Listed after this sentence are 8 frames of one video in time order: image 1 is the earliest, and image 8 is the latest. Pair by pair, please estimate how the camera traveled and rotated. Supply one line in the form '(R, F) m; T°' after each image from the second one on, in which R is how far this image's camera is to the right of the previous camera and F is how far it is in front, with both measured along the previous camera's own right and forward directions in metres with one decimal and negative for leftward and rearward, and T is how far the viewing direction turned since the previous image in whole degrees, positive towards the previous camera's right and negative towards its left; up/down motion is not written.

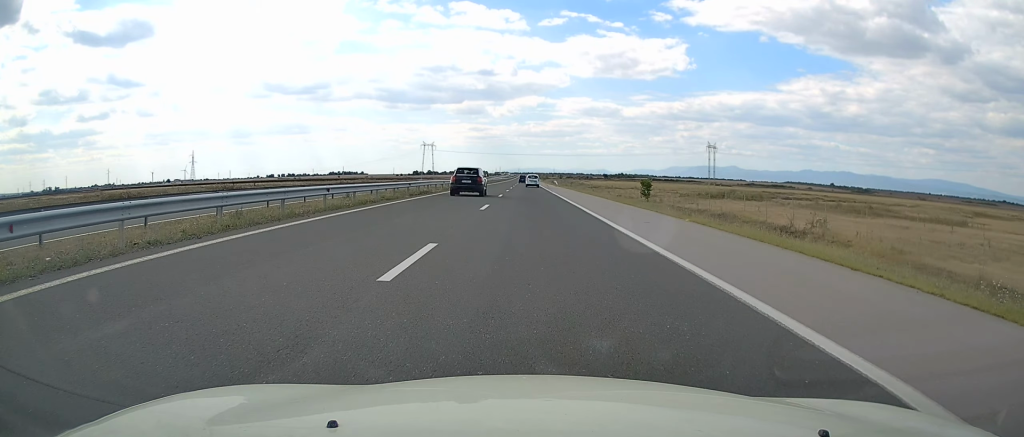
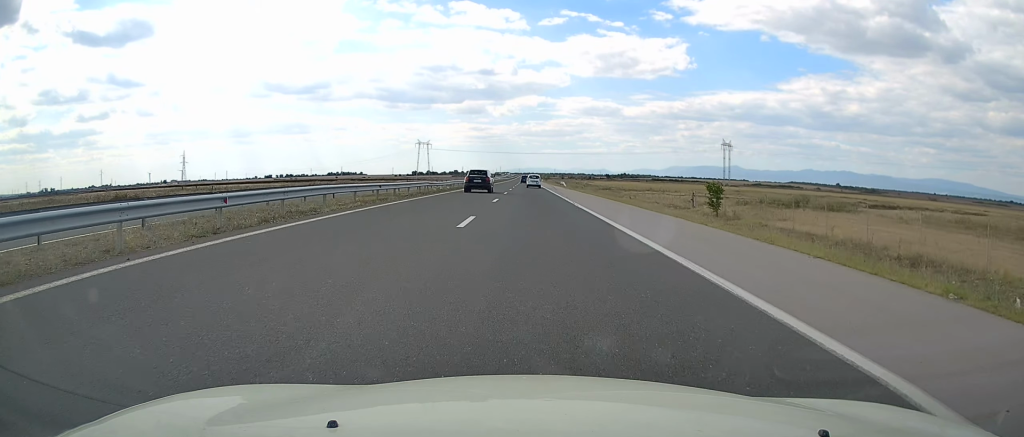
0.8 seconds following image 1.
(-0.2, +24.1) m; 0°
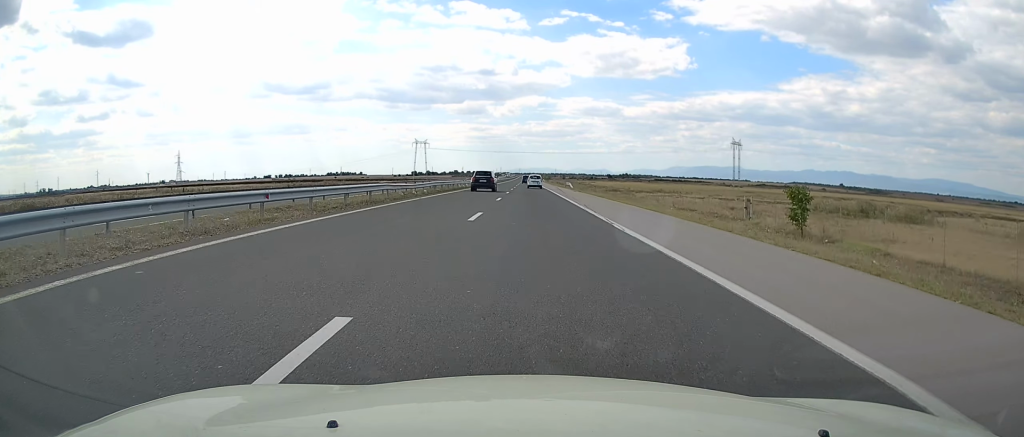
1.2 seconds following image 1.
(-0.2, +13.6) m; 0°
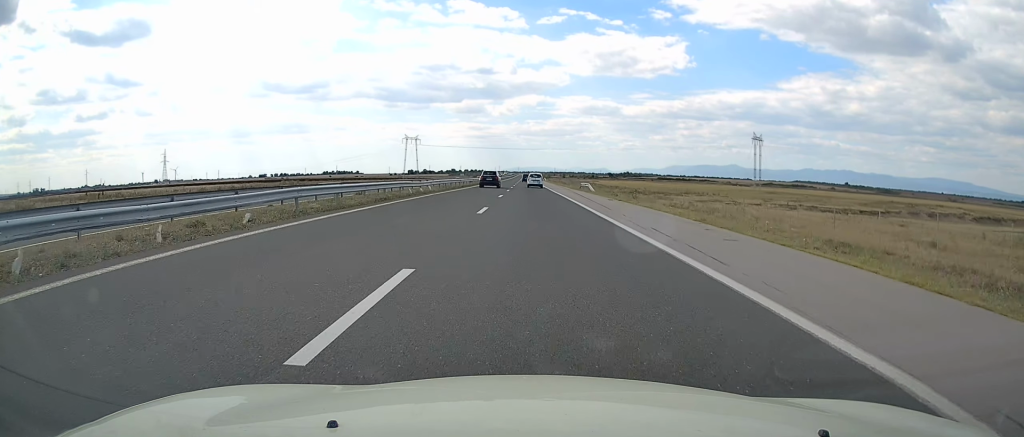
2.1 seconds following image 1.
(+0.4, +29.2) m; +1°
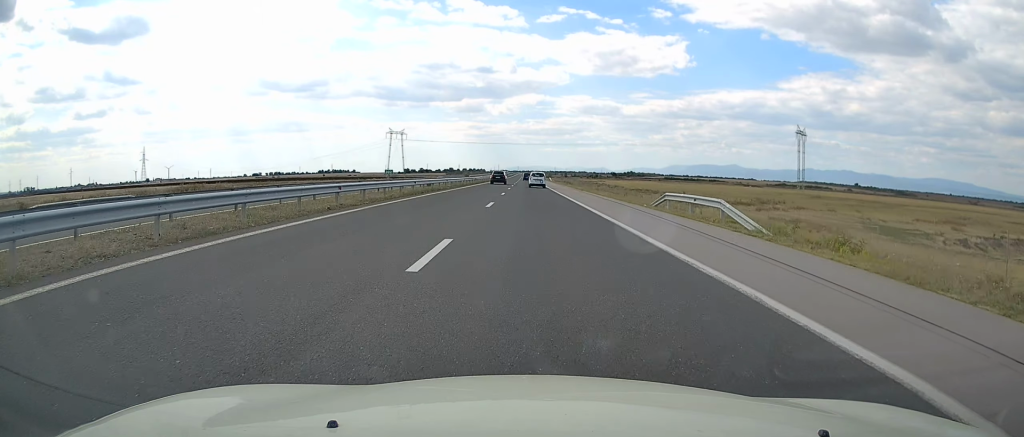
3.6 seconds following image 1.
(-0.1, +44.2) m; 0°
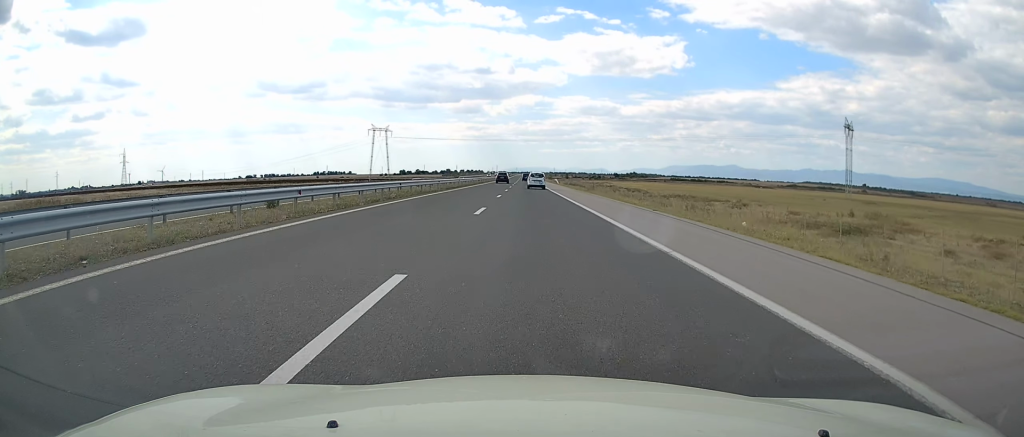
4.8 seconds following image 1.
(0.0, +36.3) m; 0°
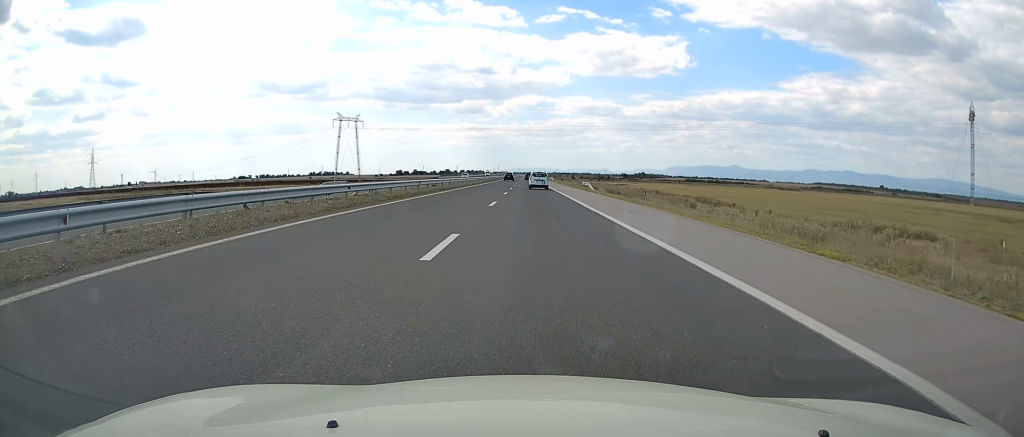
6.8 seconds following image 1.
(-0.2, +59.1) m; 0°
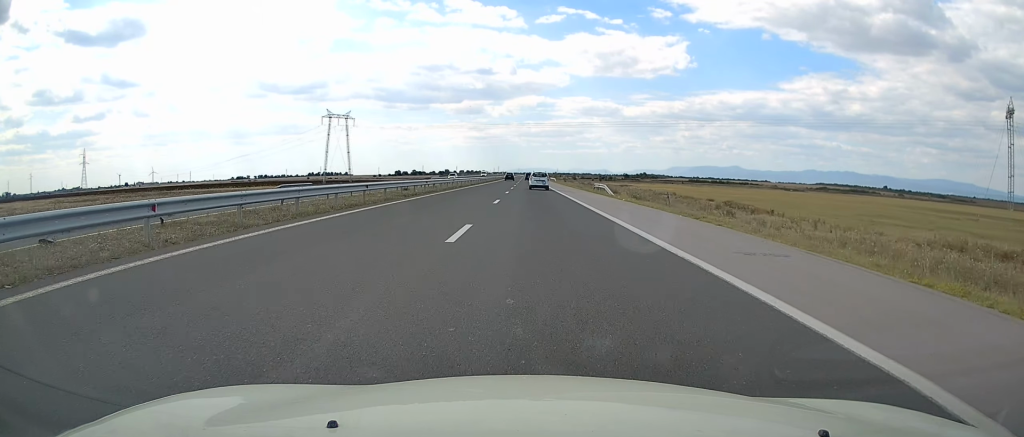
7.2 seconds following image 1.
(-0.1, +13.6) m; 0°
